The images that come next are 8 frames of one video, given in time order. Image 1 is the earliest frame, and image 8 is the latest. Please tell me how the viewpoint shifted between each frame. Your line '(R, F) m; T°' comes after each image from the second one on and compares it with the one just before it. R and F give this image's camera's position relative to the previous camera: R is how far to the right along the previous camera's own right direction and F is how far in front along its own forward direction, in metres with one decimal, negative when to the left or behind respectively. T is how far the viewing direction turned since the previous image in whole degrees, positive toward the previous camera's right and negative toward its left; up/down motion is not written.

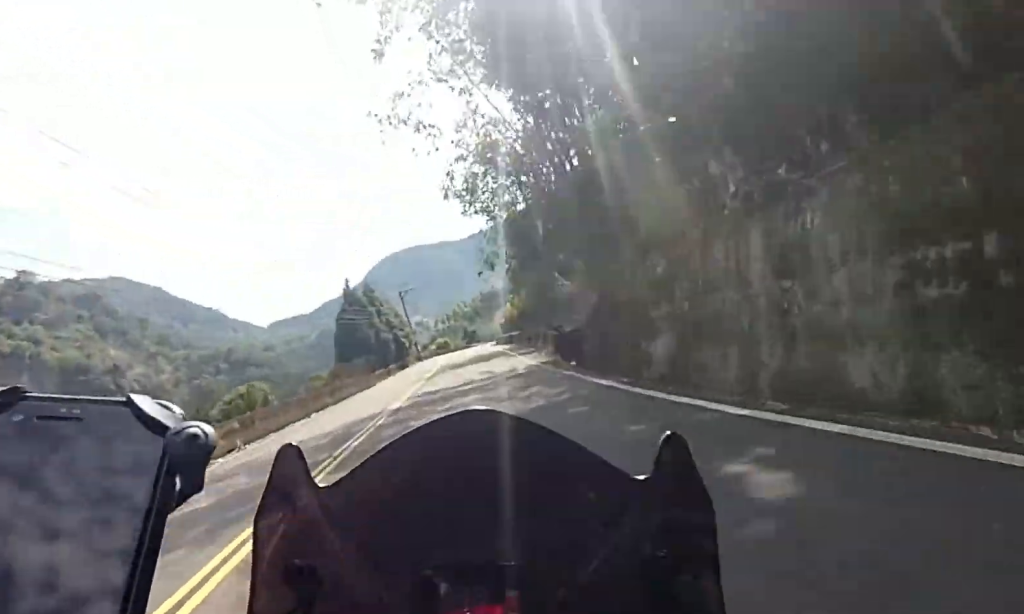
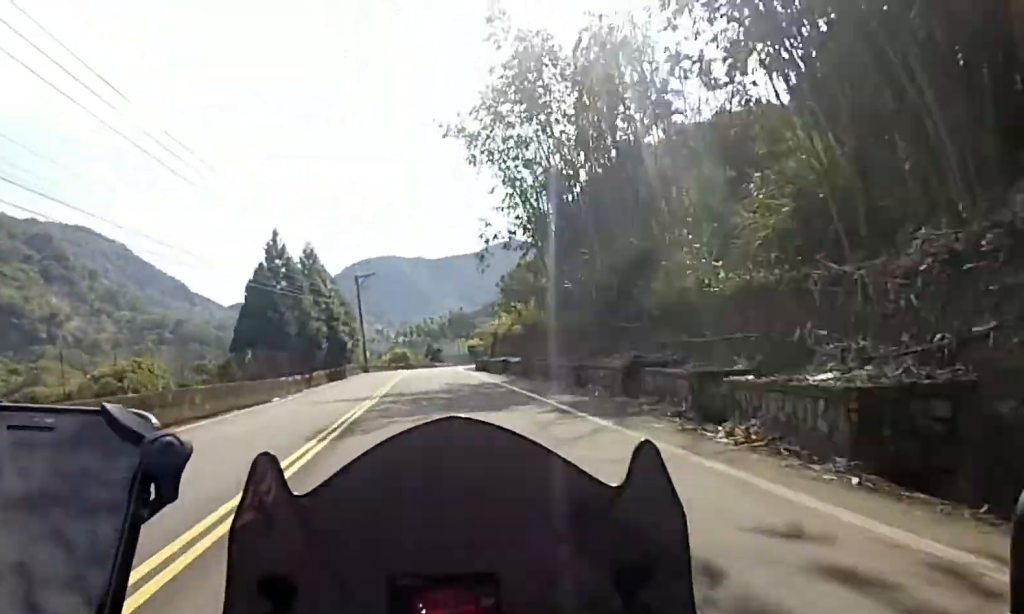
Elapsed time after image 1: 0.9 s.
(+1.6, +18.0) m; +5°
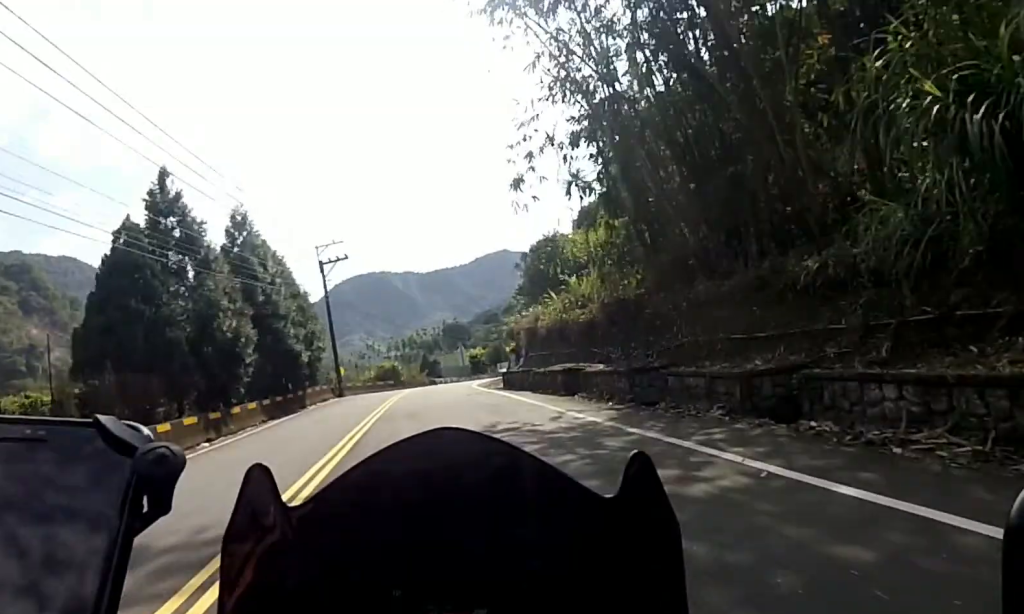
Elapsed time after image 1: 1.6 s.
(0.0, +14.5) m; 0°
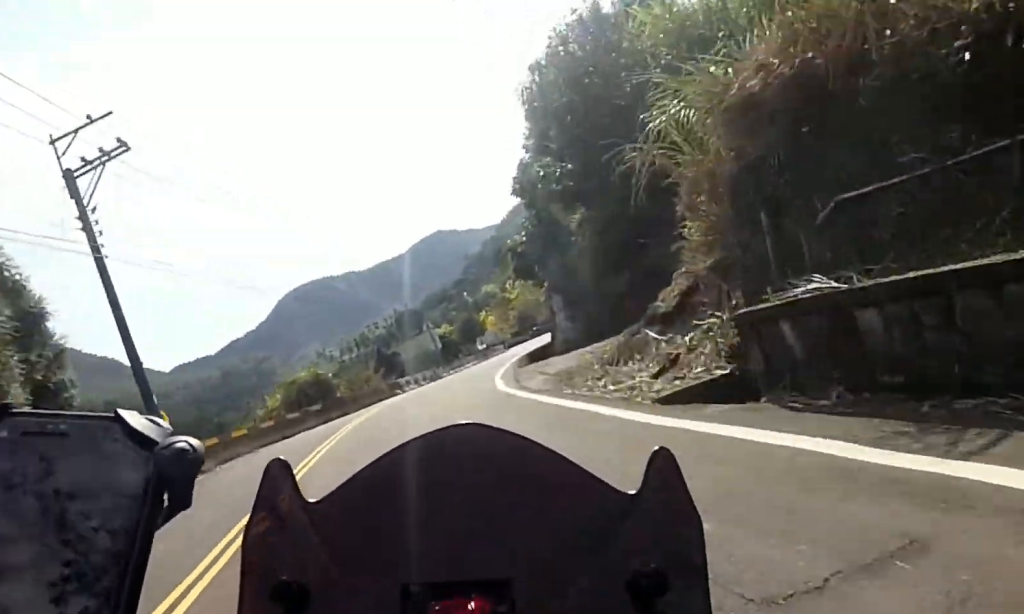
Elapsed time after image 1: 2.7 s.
(-0.2, +20.2) m; +3°
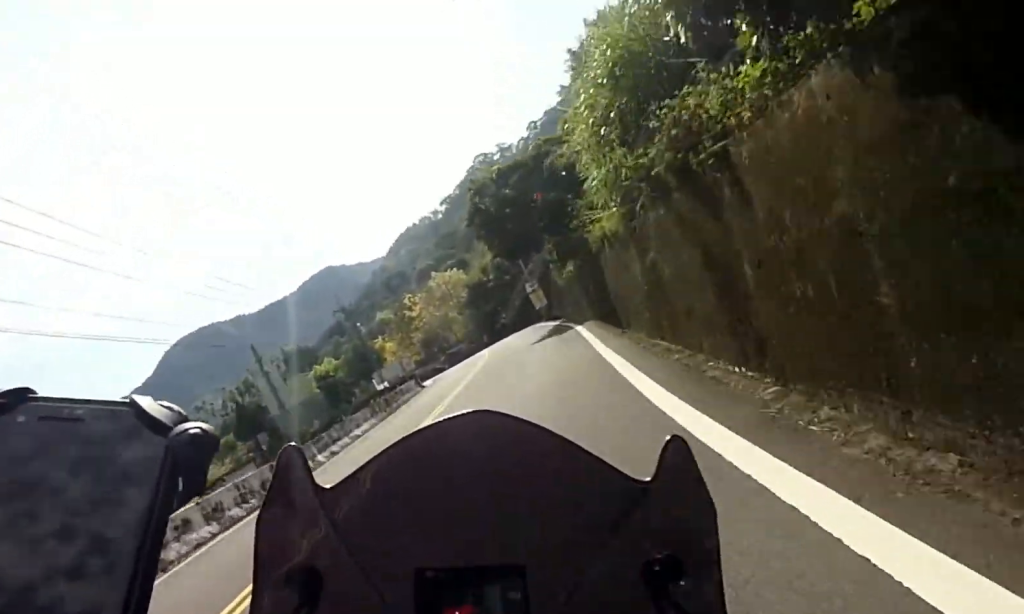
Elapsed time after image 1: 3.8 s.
(+1.2, +20.3) m; +12°
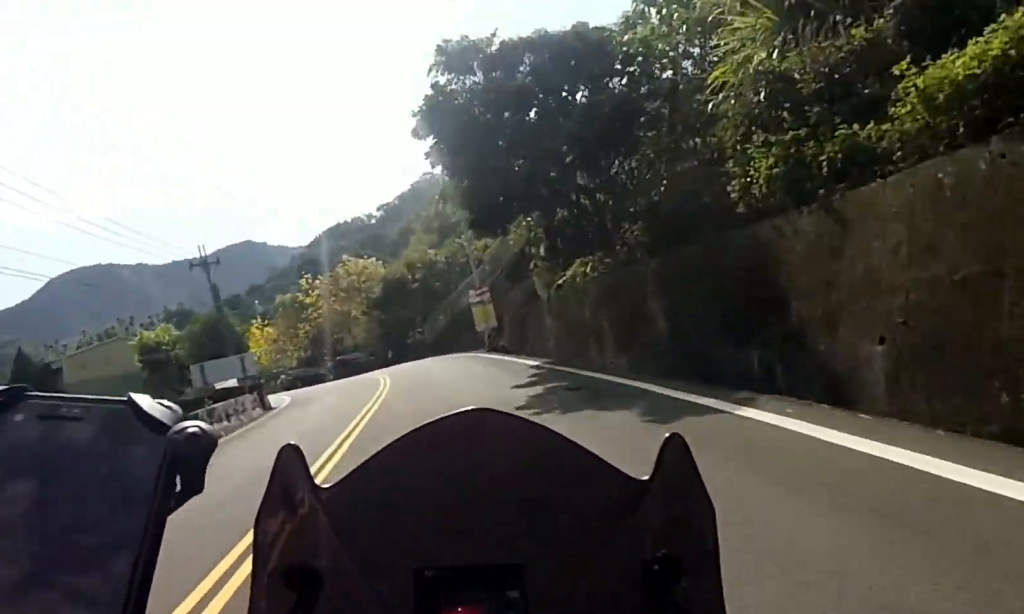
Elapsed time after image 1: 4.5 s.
(+1.7, +13.0) m; -2°
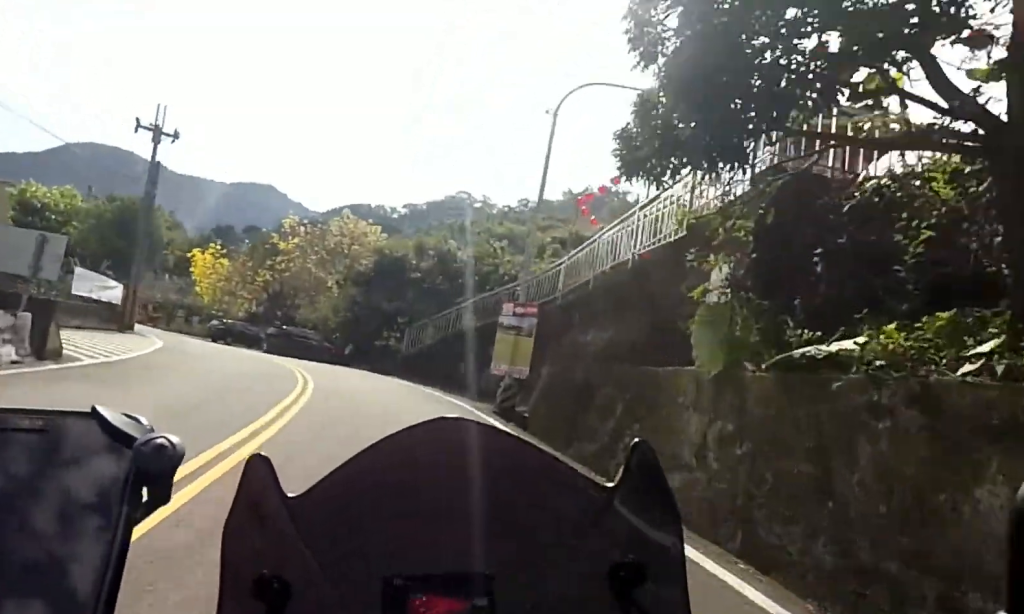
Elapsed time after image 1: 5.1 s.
(+0.1, +10.0) m; -5°
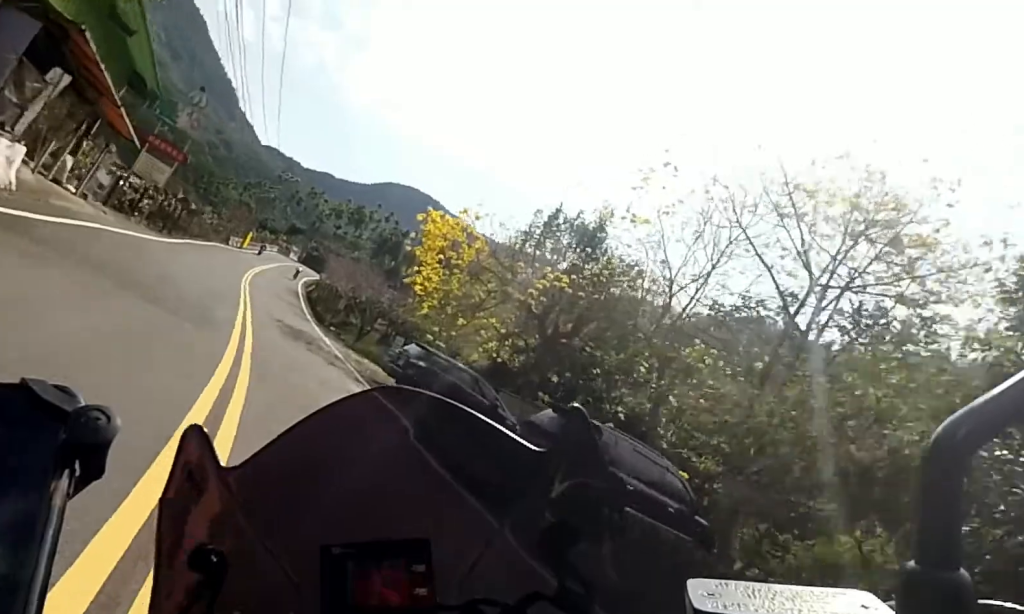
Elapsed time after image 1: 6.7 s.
(-4.3, +26.0) m; -12°
